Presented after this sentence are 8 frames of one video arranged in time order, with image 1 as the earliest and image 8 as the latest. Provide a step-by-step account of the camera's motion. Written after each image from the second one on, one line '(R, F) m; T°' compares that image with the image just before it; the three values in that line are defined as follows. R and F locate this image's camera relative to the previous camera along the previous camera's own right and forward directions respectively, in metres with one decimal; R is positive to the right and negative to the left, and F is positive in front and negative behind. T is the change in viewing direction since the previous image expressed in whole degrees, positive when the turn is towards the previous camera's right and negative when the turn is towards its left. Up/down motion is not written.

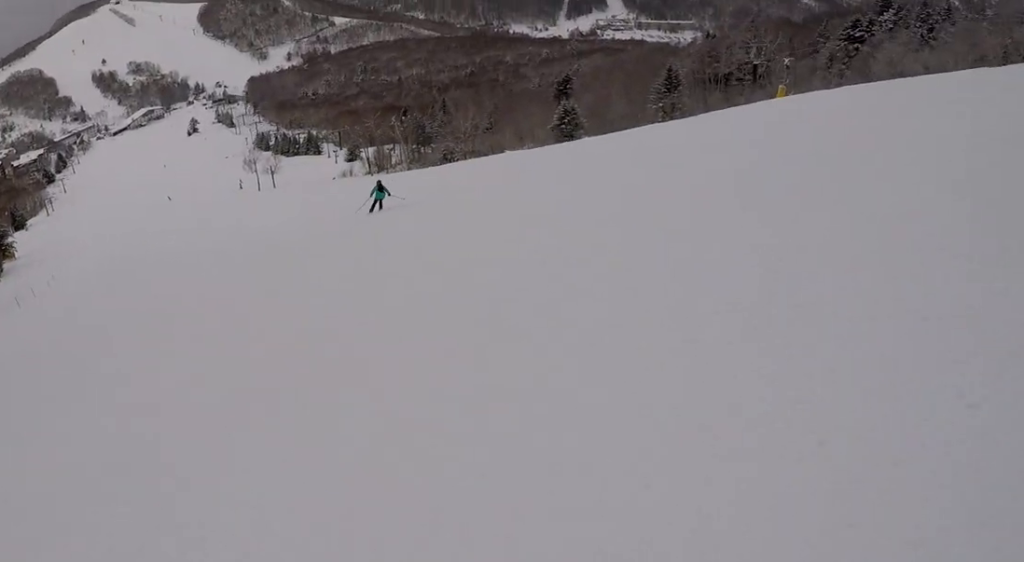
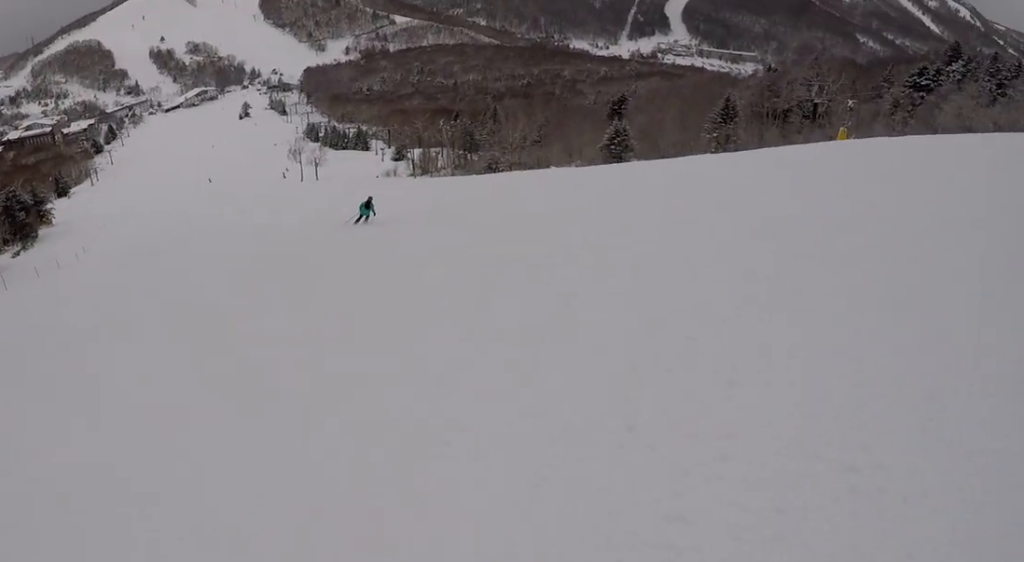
(+0.1, +1.7) m; +3°
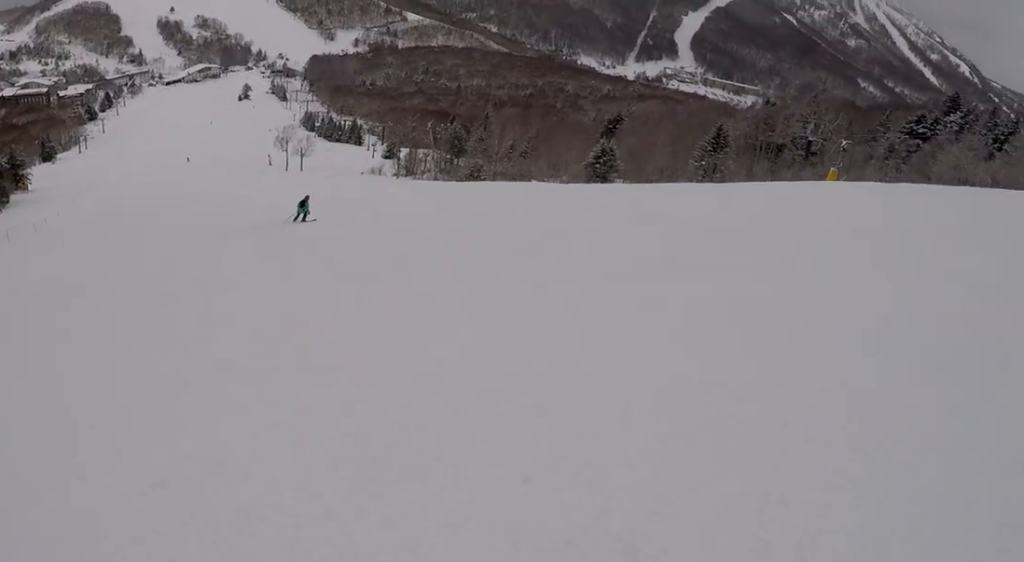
(+0.2, +3.4) m; +3°
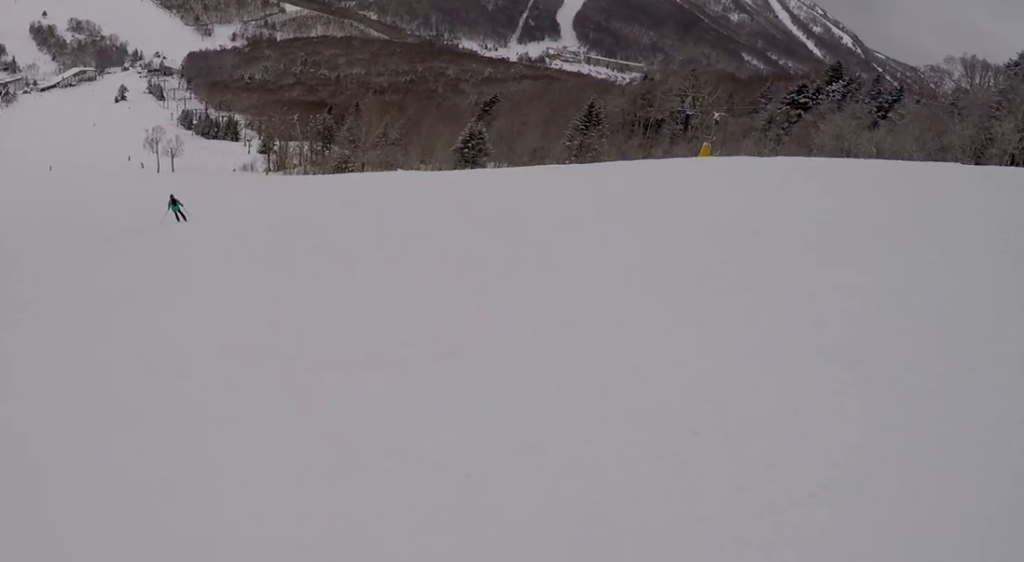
(+0.1, +3.7) m; -6°
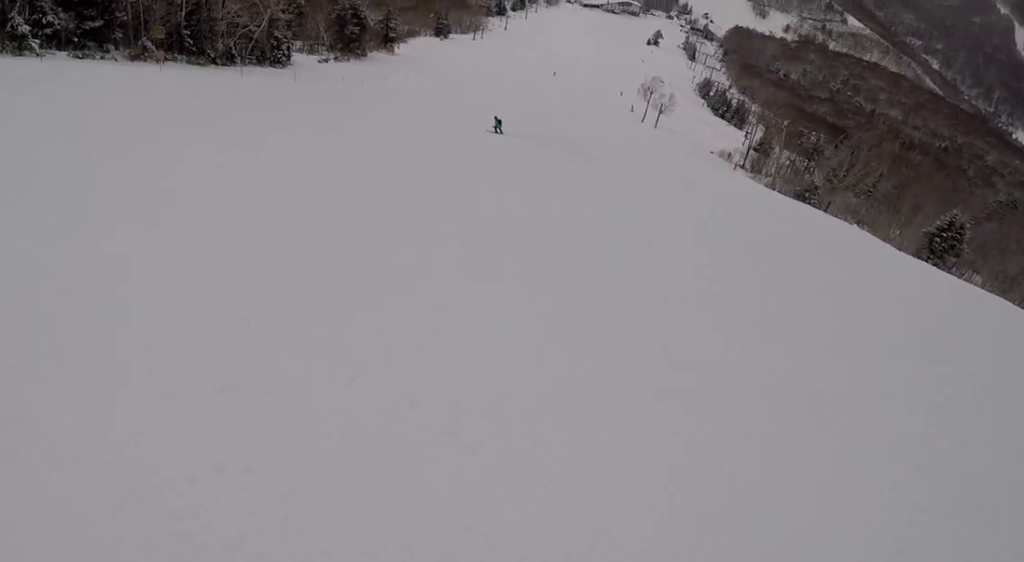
(-2.5, +6.2) m; -53°
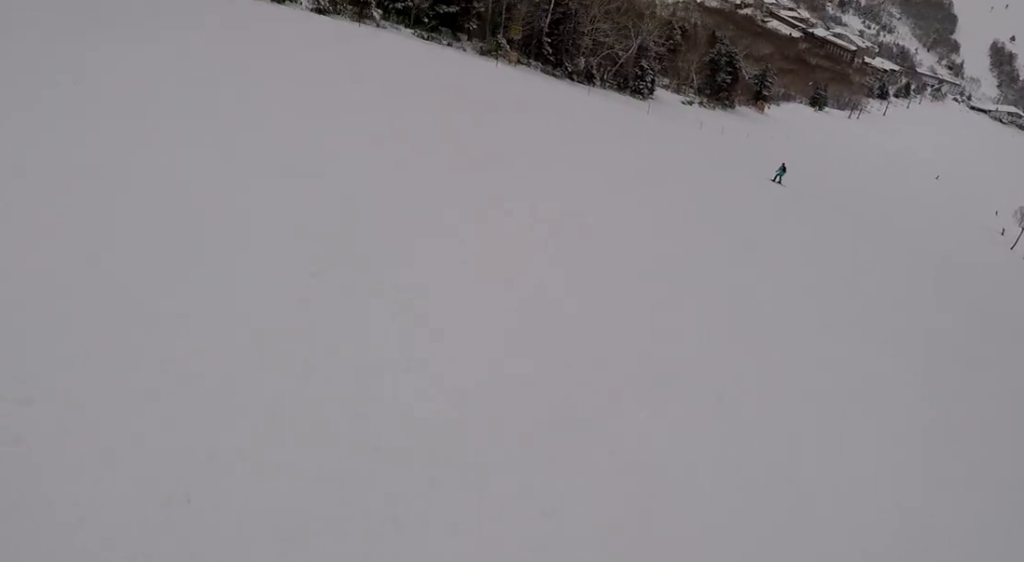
(-0.9, +3.1) m; -27°
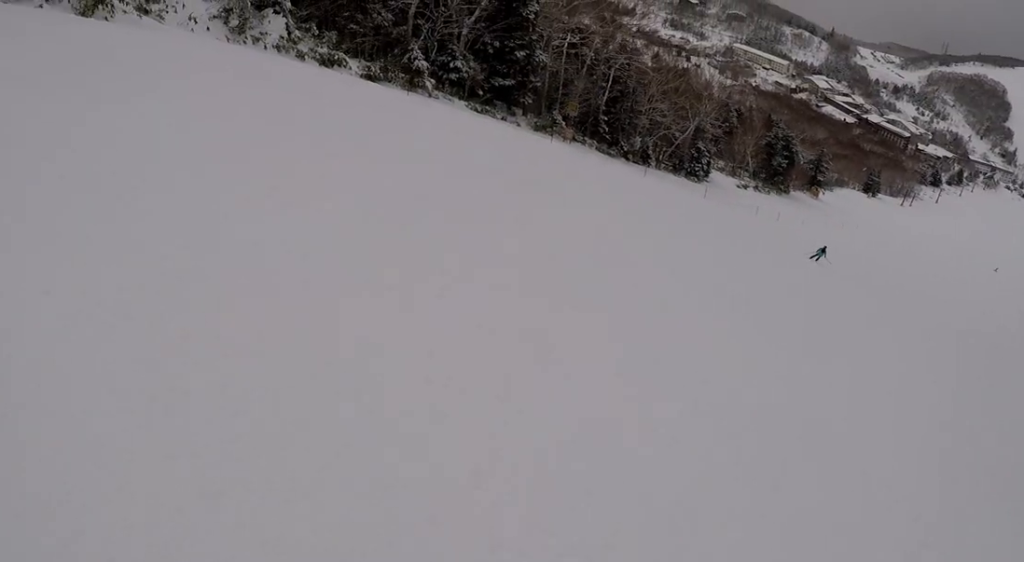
(-0.1, +1.4) m; -8°
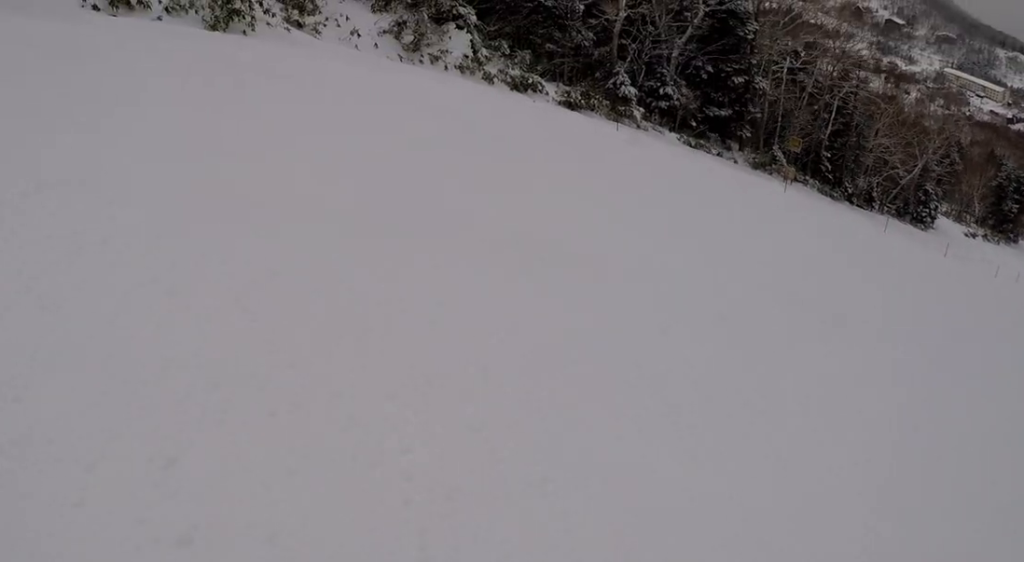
(-0.4, +5.5) m; +3°
